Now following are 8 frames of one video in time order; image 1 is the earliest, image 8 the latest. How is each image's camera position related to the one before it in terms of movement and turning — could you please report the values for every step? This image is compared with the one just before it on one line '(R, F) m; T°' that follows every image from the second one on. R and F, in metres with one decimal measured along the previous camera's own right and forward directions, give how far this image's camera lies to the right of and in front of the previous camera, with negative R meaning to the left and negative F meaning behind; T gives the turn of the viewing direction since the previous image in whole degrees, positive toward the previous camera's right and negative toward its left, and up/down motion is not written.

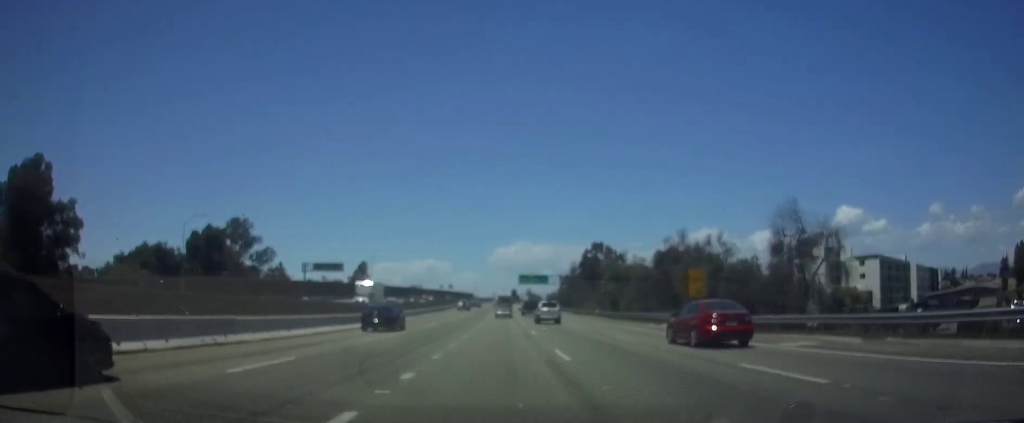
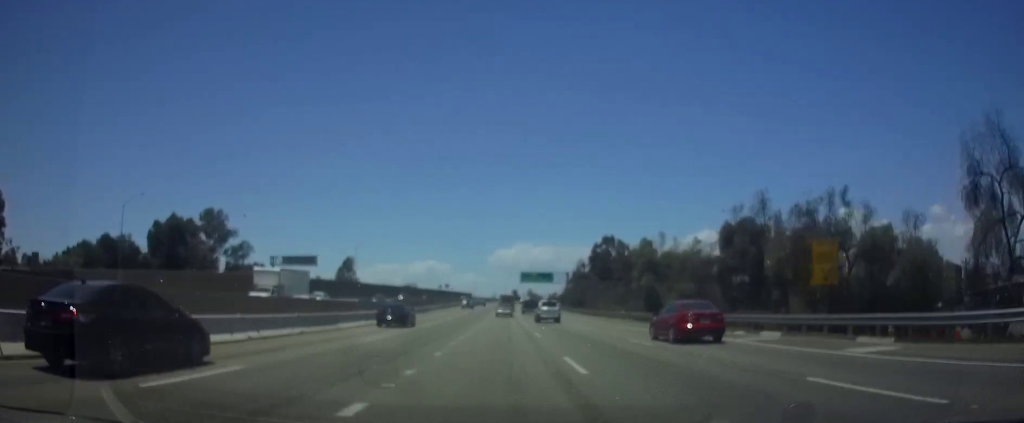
(0.0, +17.7) m; 0°
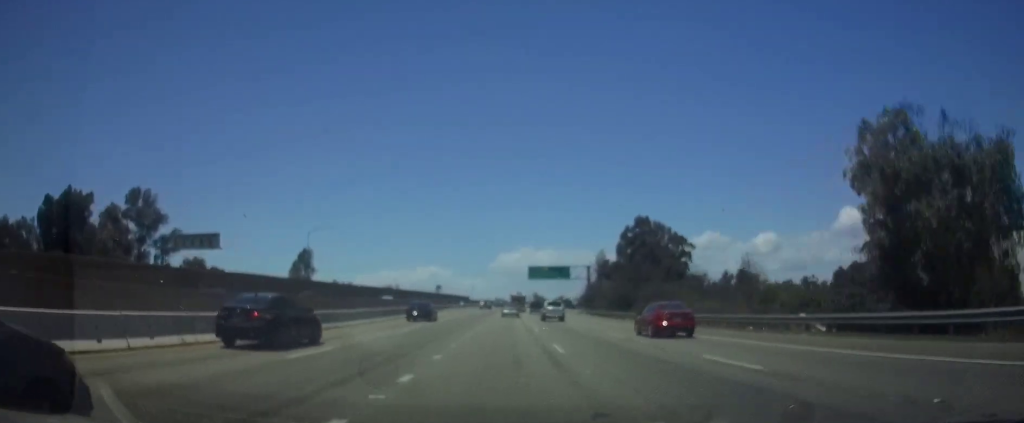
(+0.1, +37.9) m; 0°
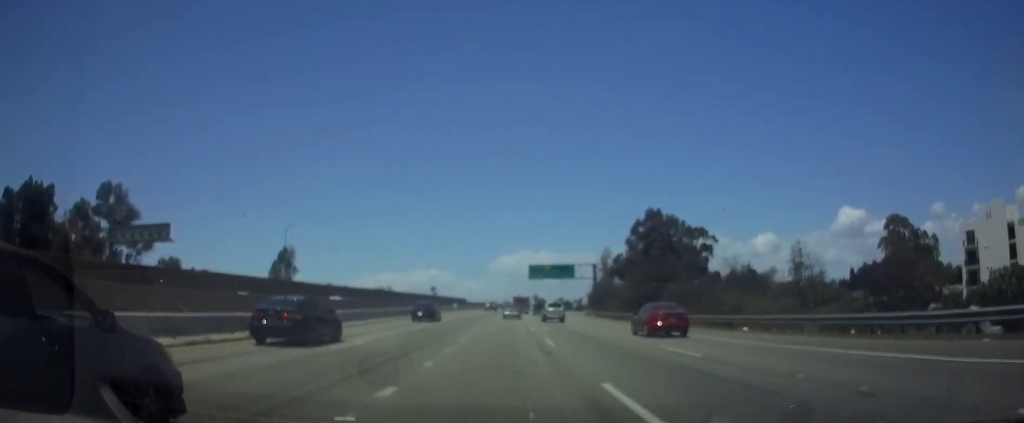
(0.0, +10.9) m; 0°
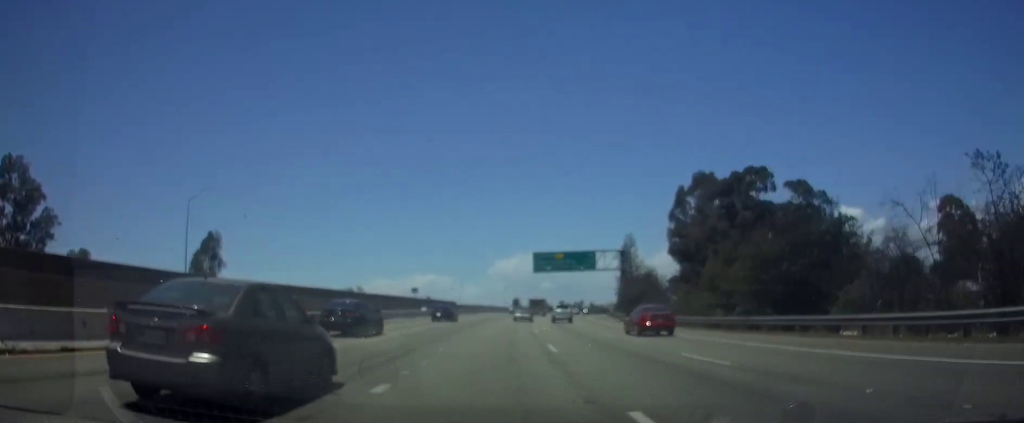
(+0.1, +31.8) m; +1°
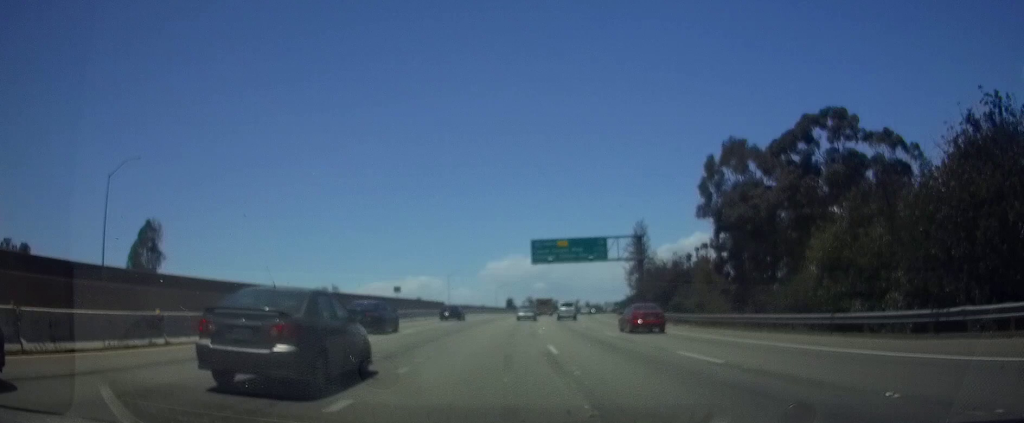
(+0.1, +15.4) m; +1°
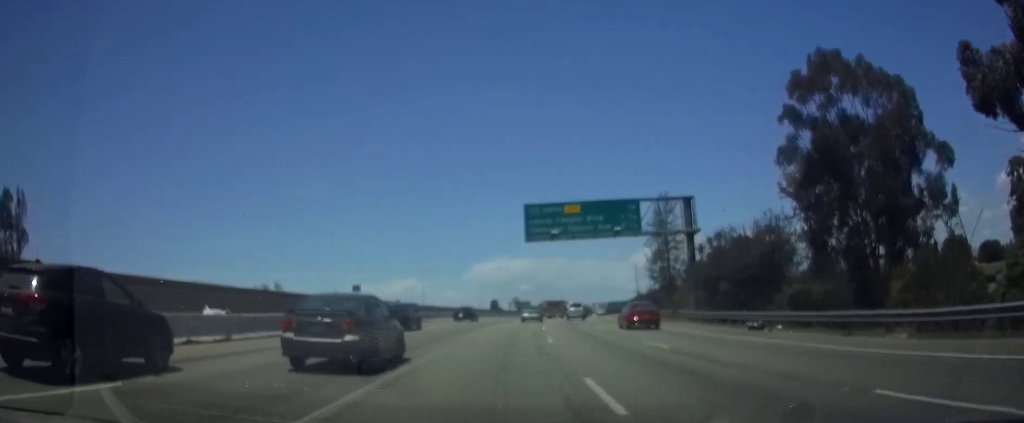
(+0.3, +24.7) m; +2°
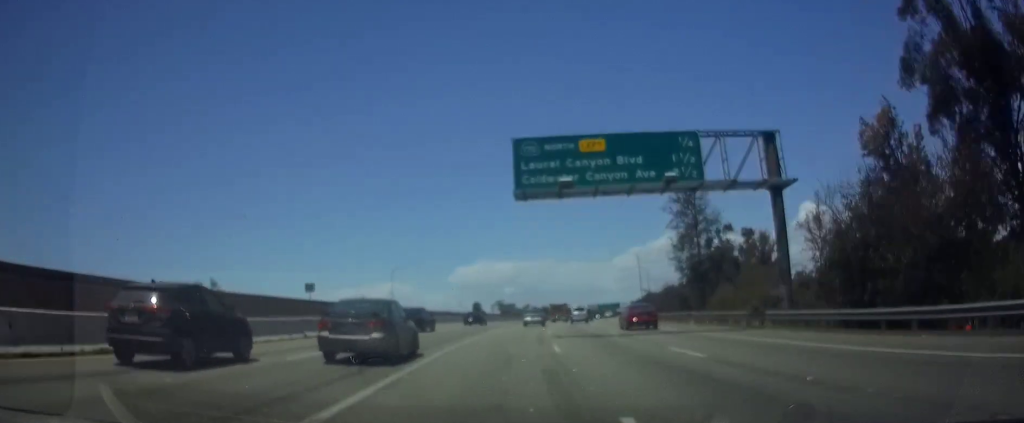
(+0.3, +18.4) m; +2°
